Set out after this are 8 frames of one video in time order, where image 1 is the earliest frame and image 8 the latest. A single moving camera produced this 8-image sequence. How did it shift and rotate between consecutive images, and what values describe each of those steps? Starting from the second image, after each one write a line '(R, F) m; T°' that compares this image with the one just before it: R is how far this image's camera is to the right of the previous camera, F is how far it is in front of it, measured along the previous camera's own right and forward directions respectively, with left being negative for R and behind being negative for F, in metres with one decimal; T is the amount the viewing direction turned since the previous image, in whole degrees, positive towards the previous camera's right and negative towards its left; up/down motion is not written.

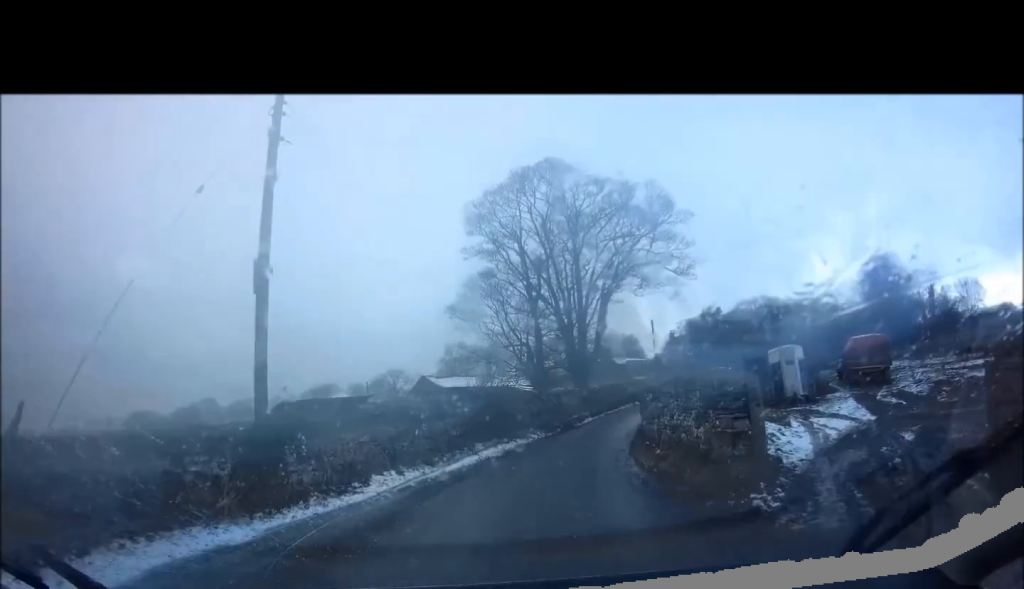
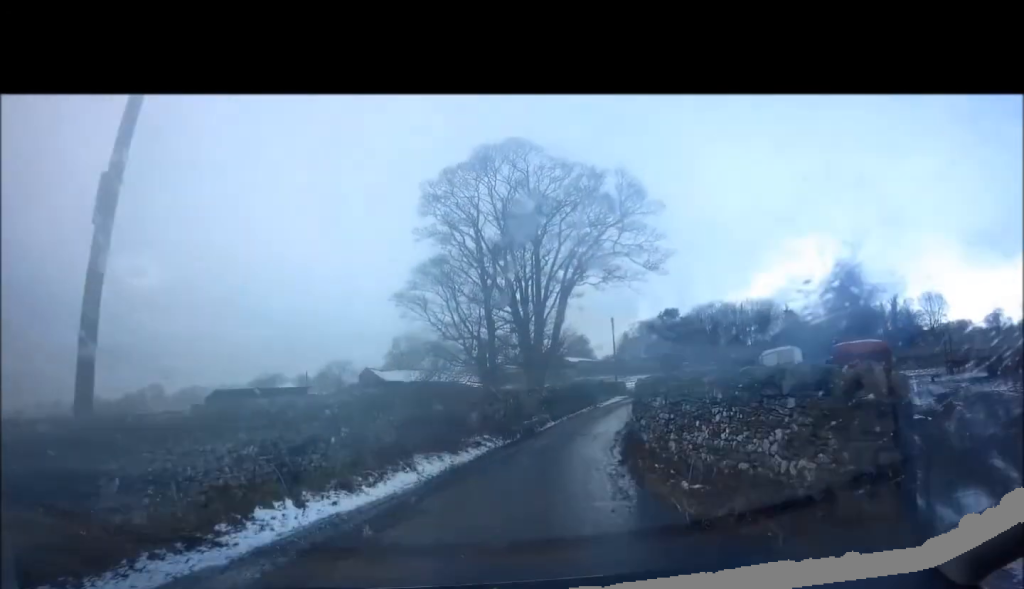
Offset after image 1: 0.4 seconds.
(+0.3, +3.5) m; +6°
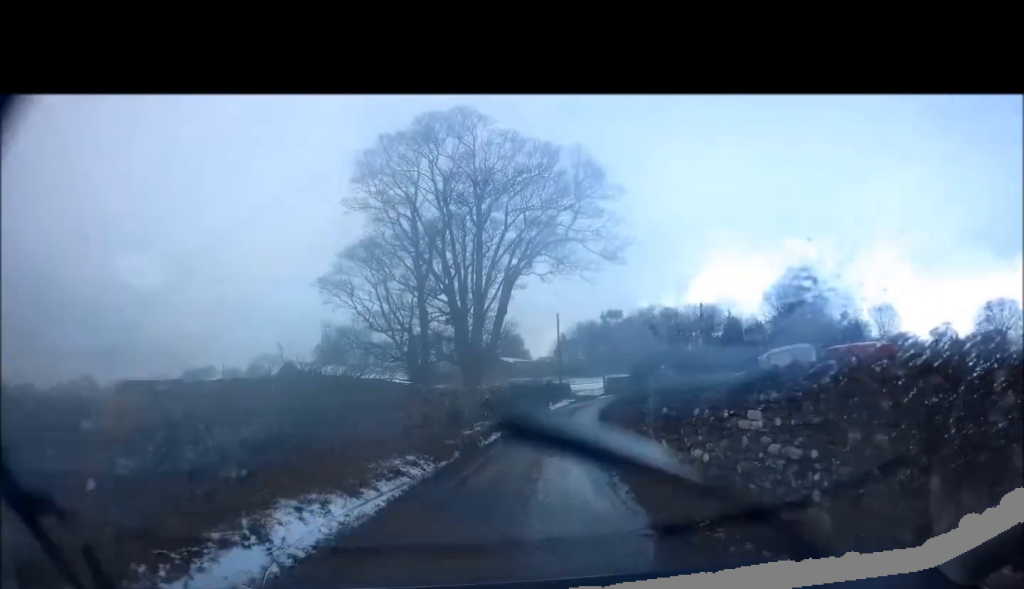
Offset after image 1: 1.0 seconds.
(+0.1, +4.9) m; +8°
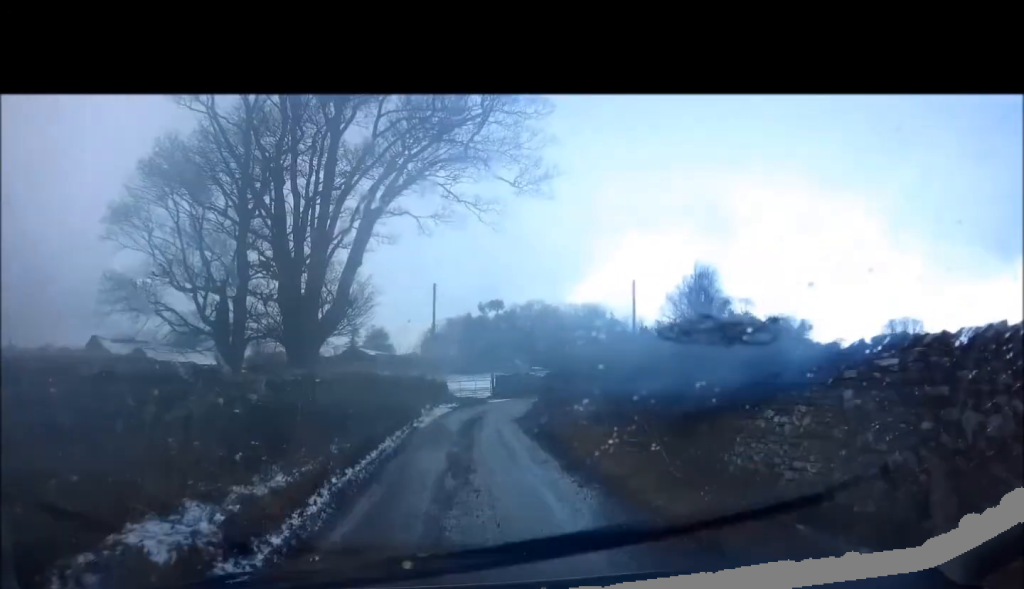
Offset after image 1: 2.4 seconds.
(+2.2, +12.7) m; +14°
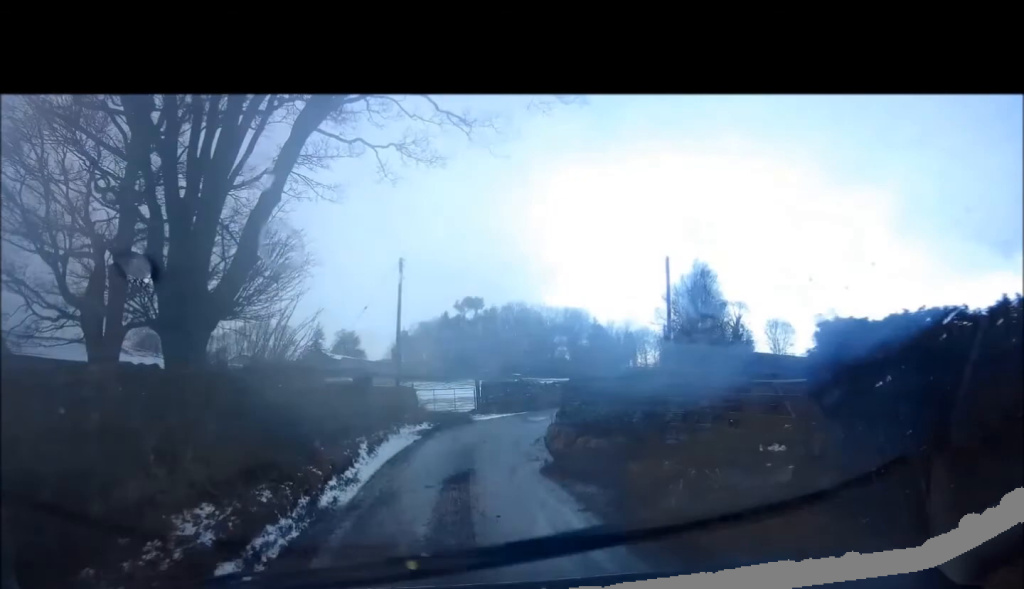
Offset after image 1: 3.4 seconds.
(+0.5, +9.7) m; +3°
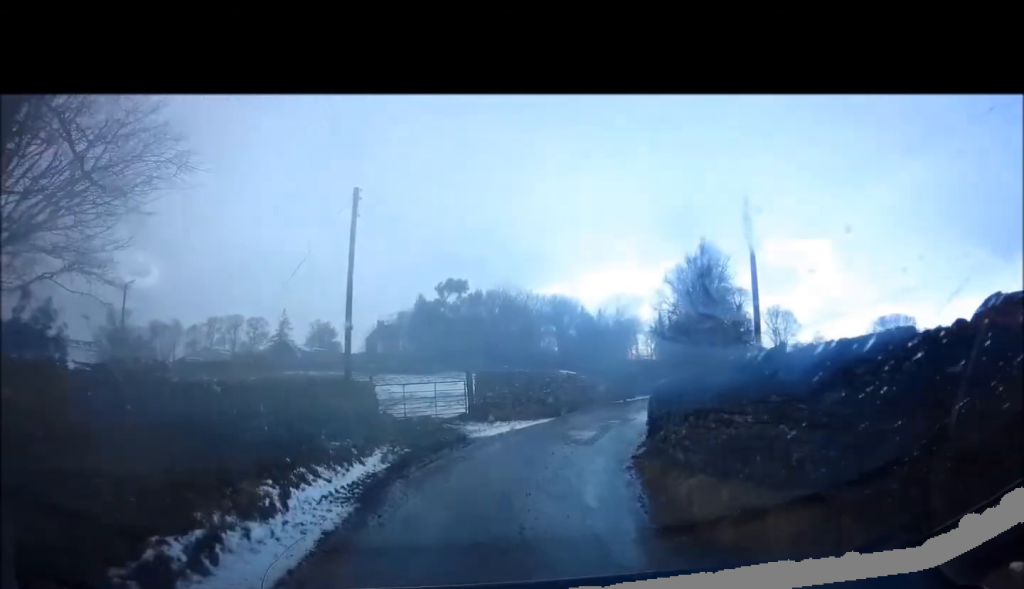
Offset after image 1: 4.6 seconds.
(0.0, +9.5) m; +4°
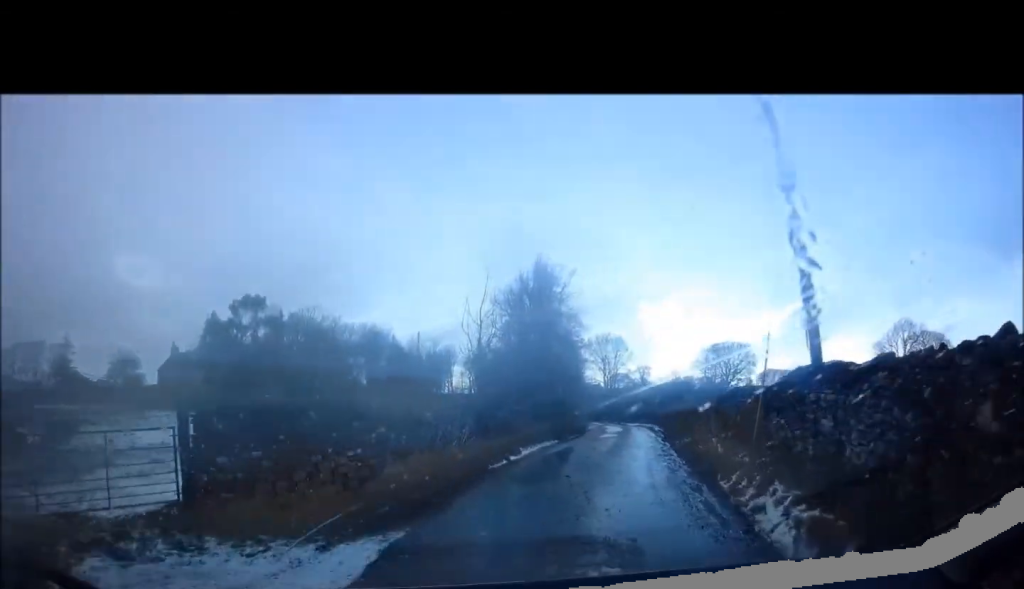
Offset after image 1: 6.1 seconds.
(+1.5, +10.7) m; +23°
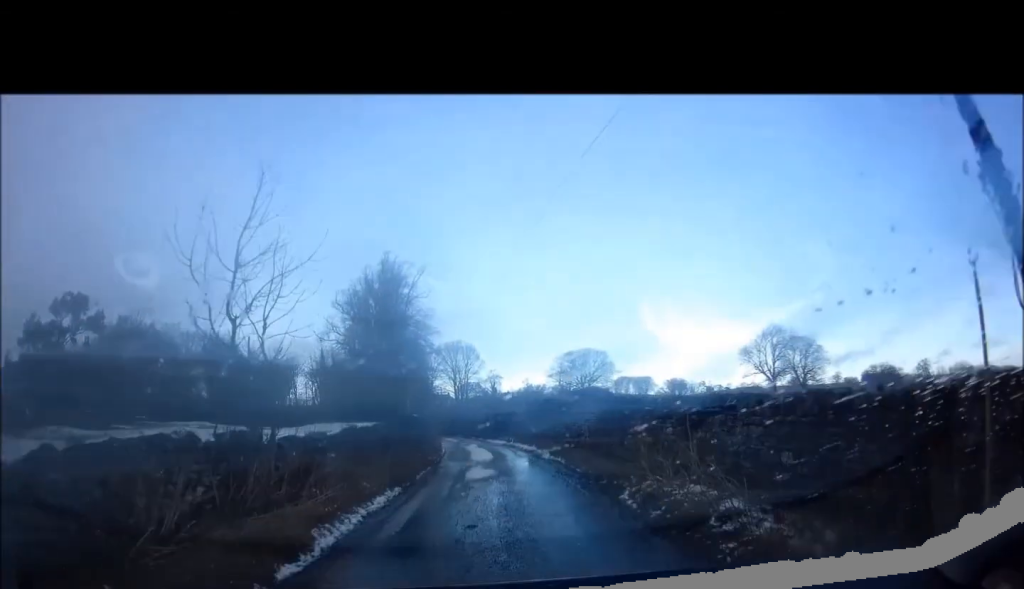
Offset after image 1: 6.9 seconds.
(+0.9, +6.7) m; +12°
